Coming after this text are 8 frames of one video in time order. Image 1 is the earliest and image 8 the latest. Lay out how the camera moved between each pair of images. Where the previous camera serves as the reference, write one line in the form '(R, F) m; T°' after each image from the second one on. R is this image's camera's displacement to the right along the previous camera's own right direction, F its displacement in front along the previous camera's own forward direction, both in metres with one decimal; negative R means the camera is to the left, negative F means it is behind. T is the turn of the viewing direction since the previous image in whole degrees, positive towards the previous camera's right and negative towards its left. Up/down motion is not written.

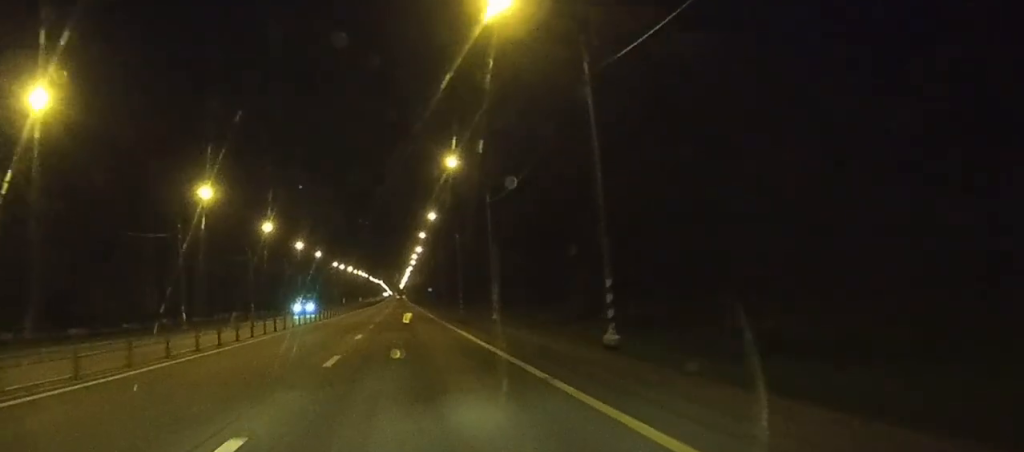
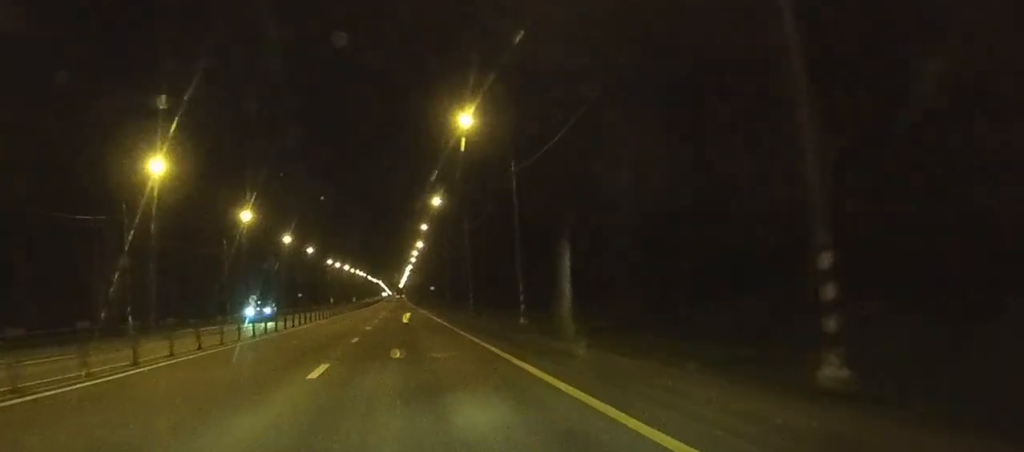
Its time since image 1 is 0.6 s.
(0.0, +14.6) m; 0°
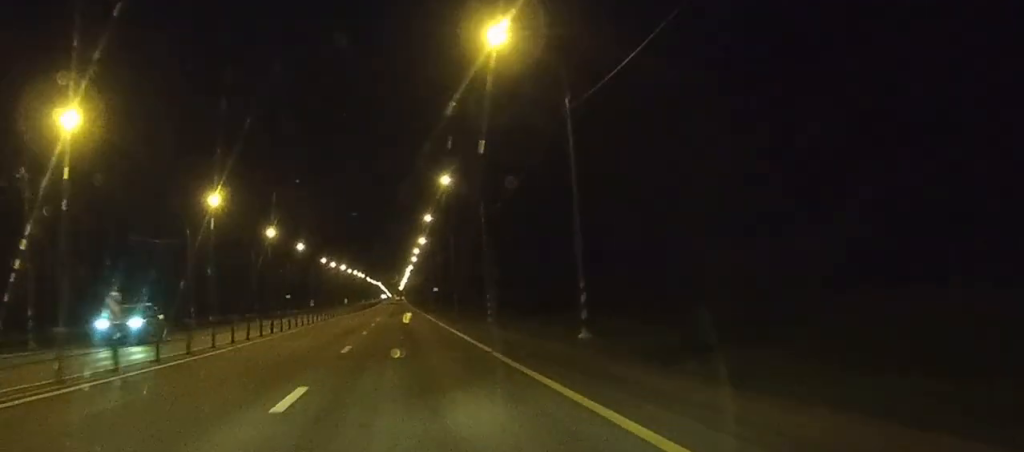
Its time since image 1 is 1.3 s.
(0.0, +16.2) m; 0°
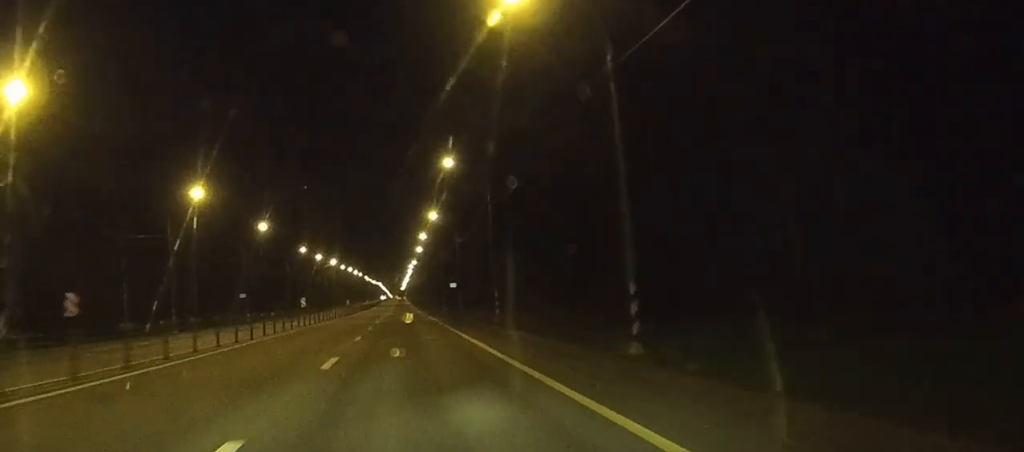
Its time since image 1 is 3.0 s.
(-0.1, +41.5) m; 0°
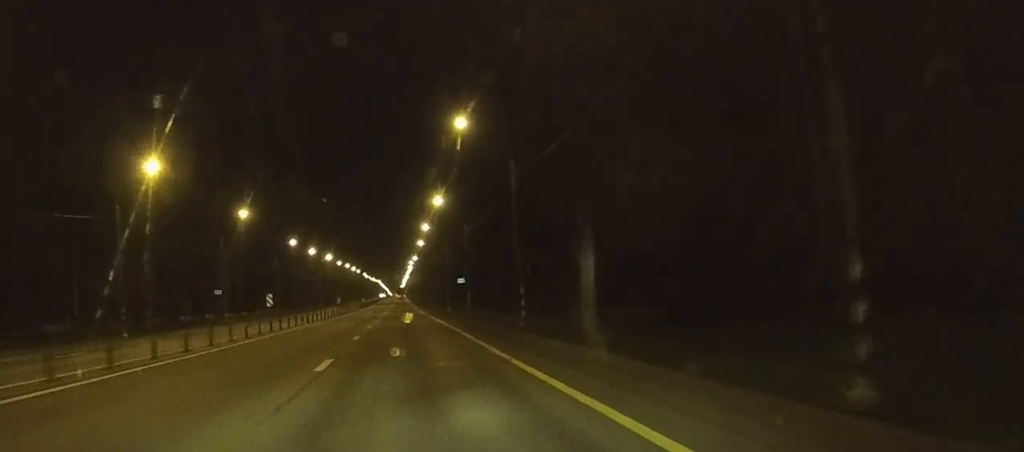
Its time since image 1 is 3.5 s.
(0.0, +13.0) m; 0°
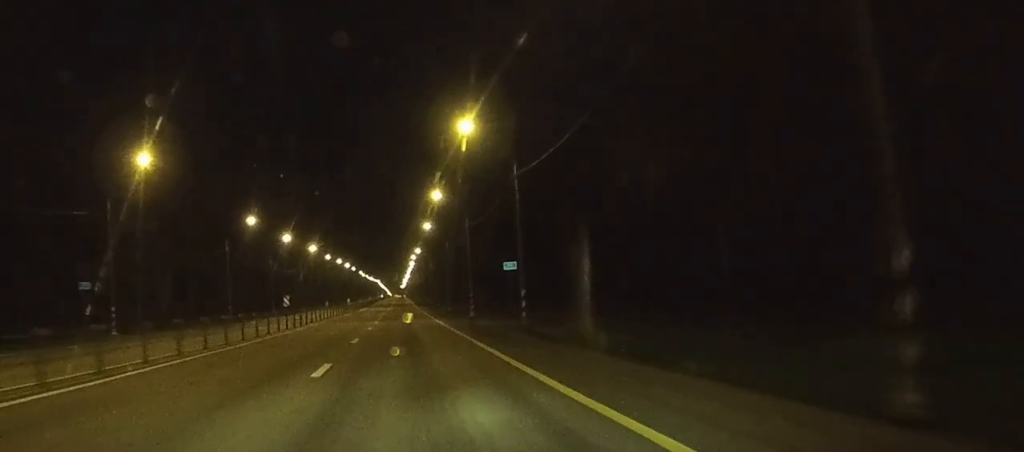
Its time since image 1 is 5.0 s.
(0.0, +36.7) m; 0°
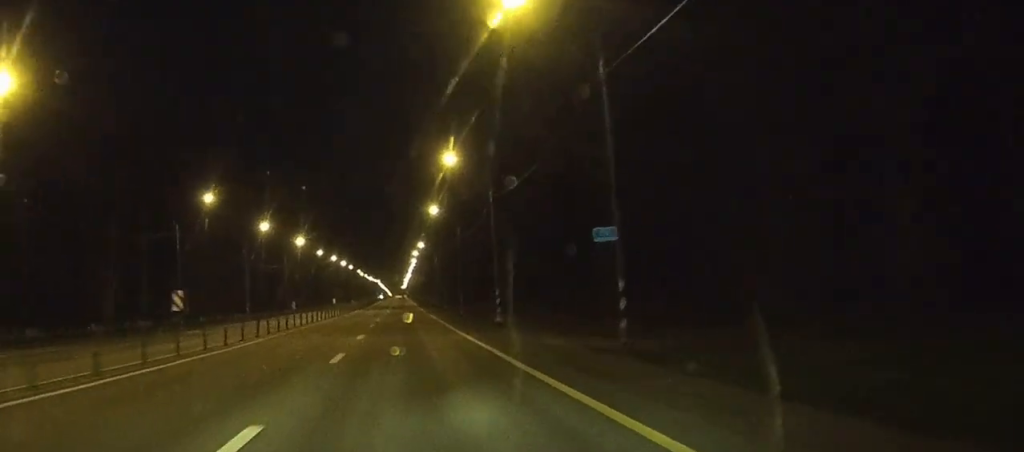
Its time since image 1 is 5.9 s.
(0.0, +21.3) m; 0°
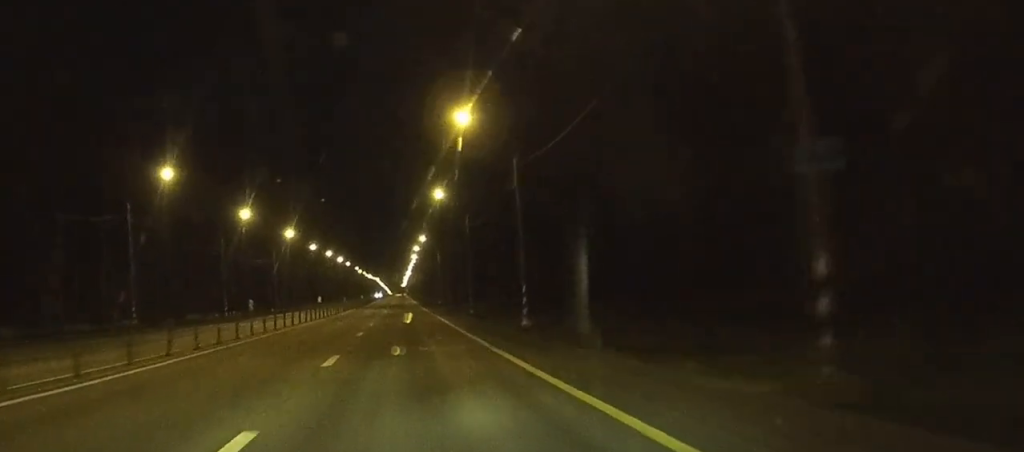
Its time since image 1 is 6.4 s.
(0.0, +13.1) m; 0°
